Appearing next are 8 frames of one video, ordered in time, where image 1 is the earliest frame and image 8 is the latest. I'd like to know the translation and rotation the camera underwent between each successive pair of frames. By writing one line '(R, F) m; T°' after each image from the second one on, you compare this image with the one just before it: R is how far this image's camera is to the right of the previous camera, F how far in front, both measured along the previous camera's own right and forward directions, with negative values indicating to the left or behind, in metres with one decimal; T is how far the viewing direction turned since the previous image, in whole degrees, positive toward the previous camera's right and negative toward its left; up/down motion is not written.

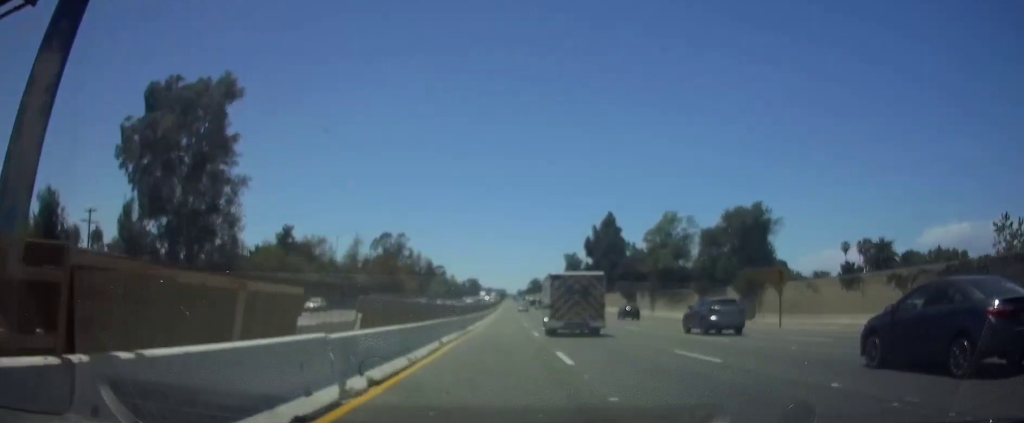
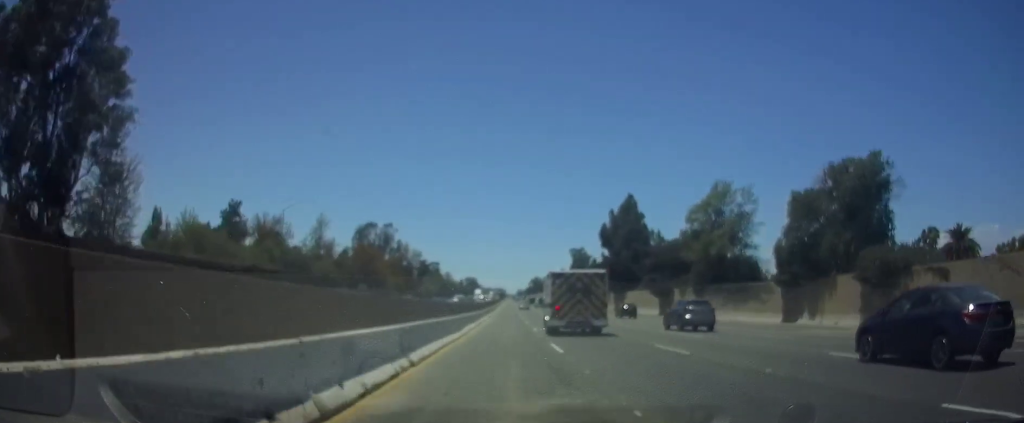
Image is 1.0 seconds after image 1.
(+0.1, +25.7) m; 0°
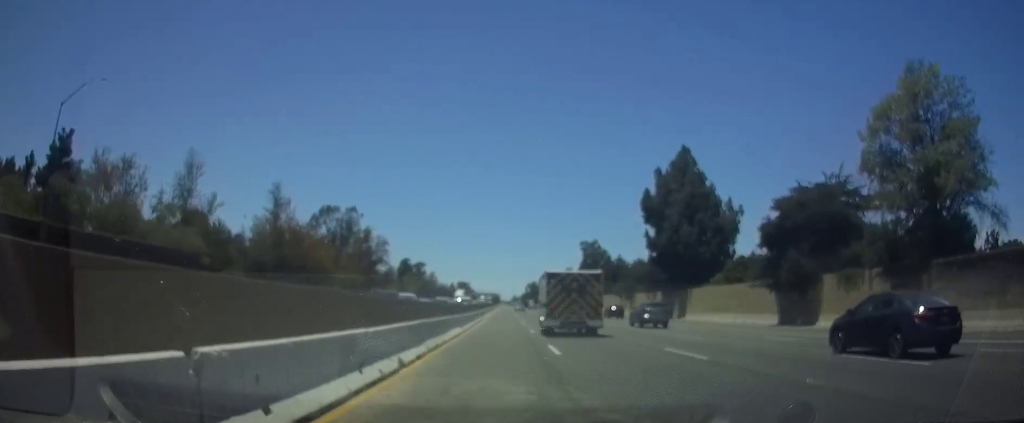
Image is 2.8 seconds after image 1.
(+0.1, +44.5) m; 0°
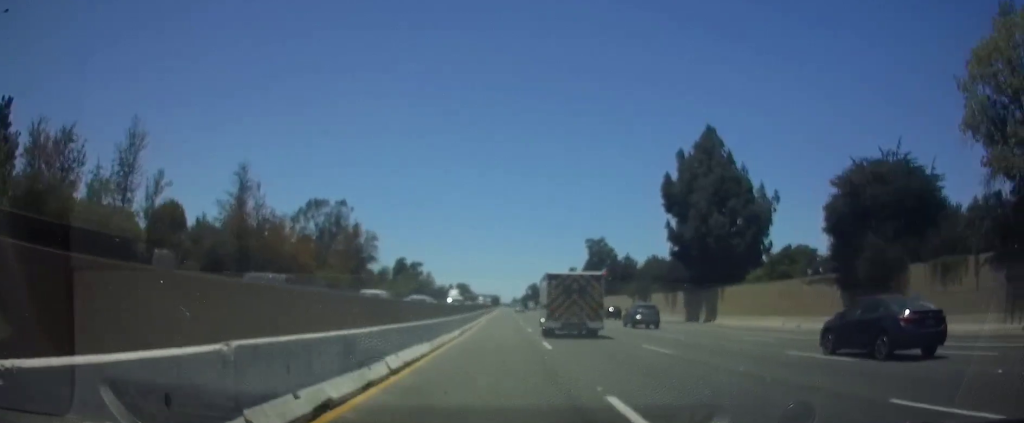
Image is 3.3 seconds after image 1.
(0.0, +11.5) m; 0°
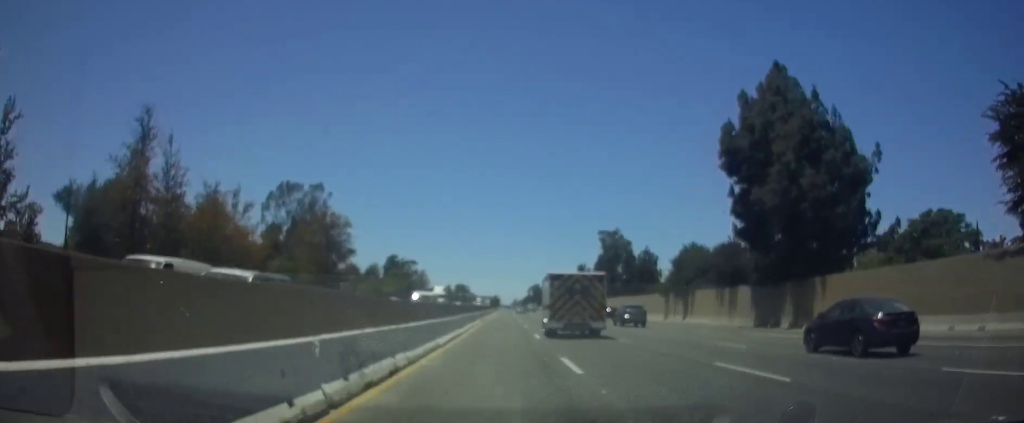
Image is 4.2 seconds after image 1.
(-0.1, +22.0) m; 0°
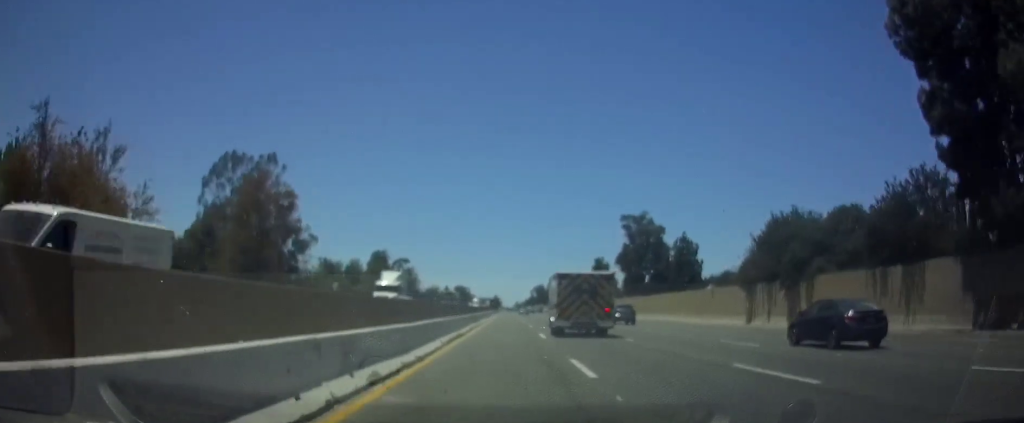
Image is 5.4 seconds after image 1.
(+0.1, +30.2) m; 0°
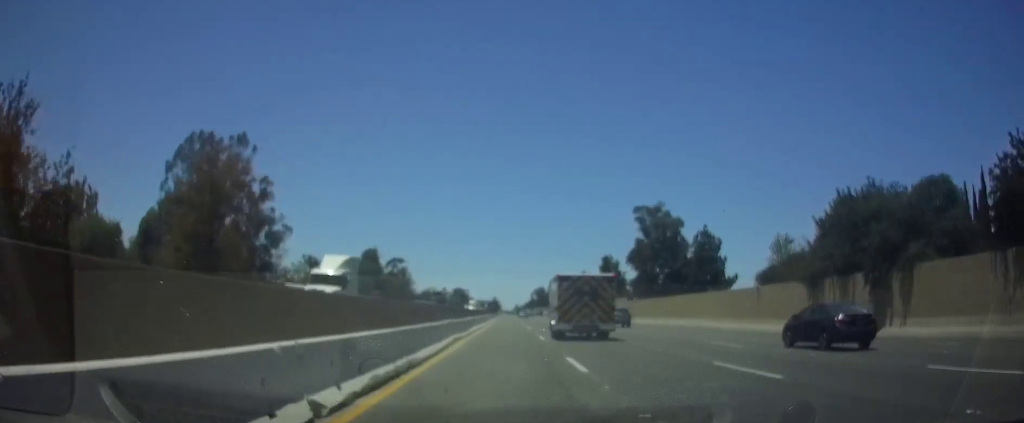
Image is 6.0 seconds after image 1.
(-0.1, +13.1) m; 0°
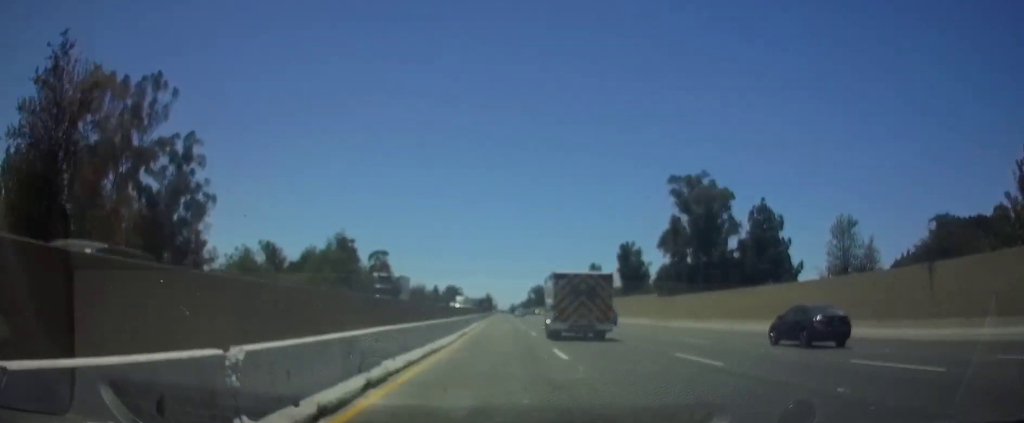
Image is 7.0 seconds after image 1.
(+0.1, +26.3) m; 0°
